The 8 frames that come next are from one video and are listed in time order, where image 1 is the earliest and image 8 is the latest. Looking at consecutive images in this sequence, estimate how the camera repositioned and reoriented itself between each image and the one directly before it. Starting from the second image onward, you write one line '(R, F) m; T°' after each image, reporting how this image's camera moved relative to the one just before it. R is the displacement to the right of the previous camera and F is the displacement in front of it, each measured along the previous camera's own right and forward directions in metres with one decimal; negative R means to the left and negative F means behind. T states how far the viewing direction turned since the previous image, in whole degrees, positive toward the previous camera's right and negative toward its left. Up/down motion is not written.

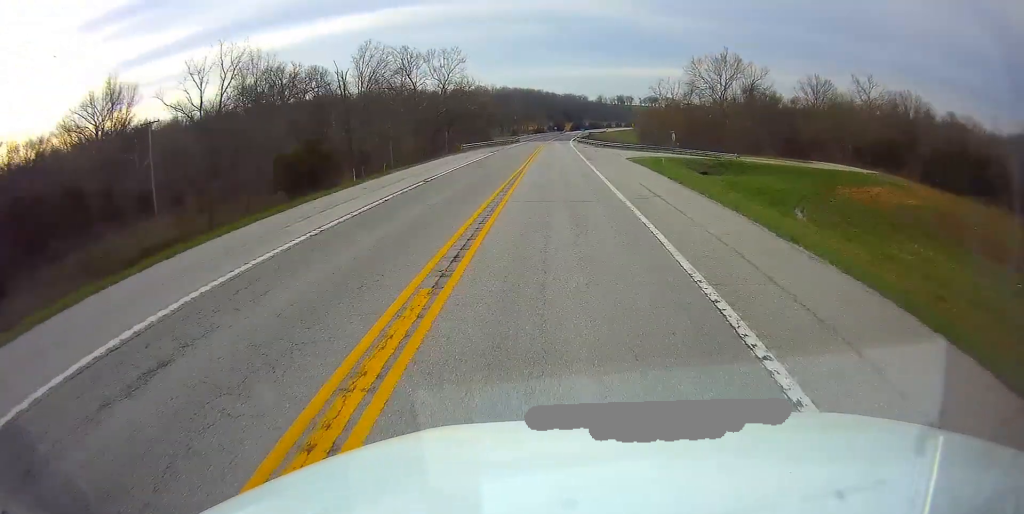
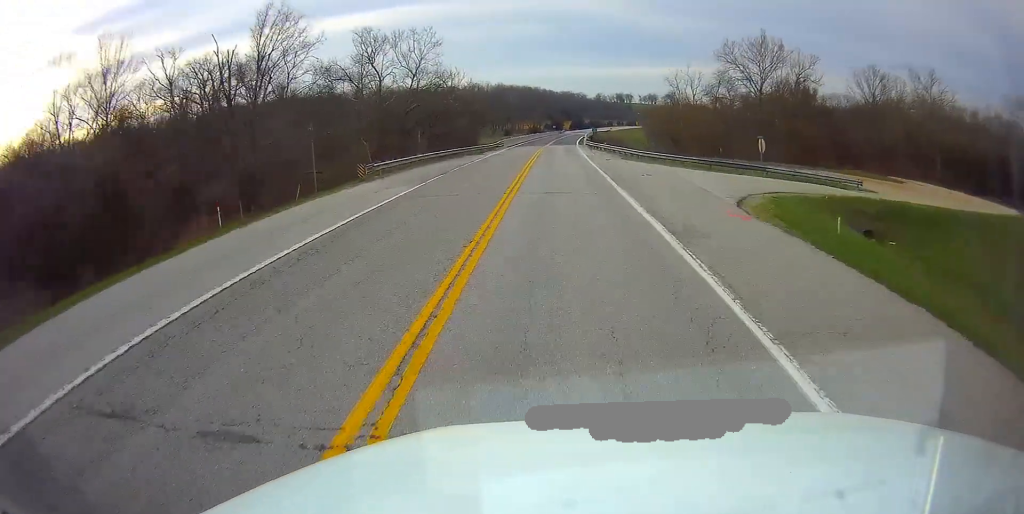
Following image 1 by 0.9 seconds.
(-0.5, +28.1) m; +1°
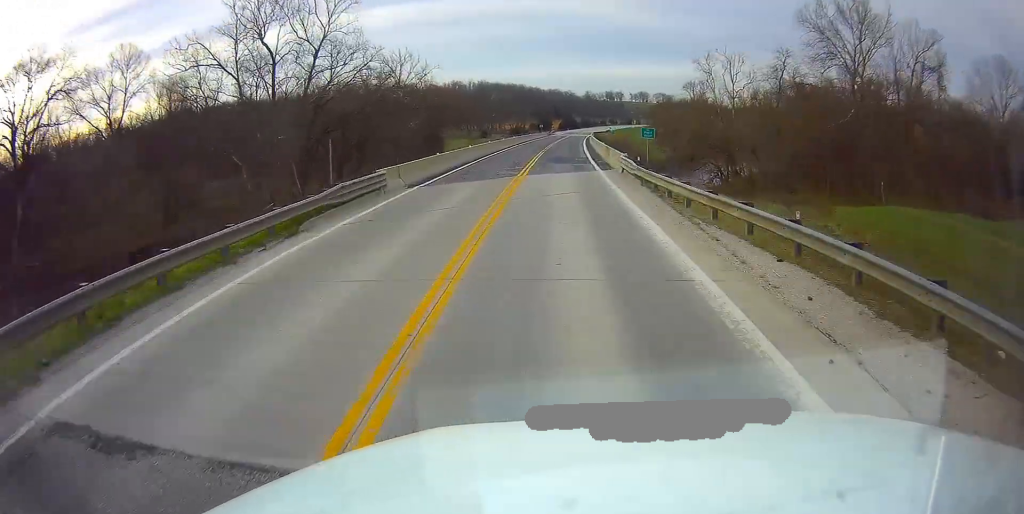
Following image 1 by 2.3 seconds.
(+1.3, +42.5) m; +2°
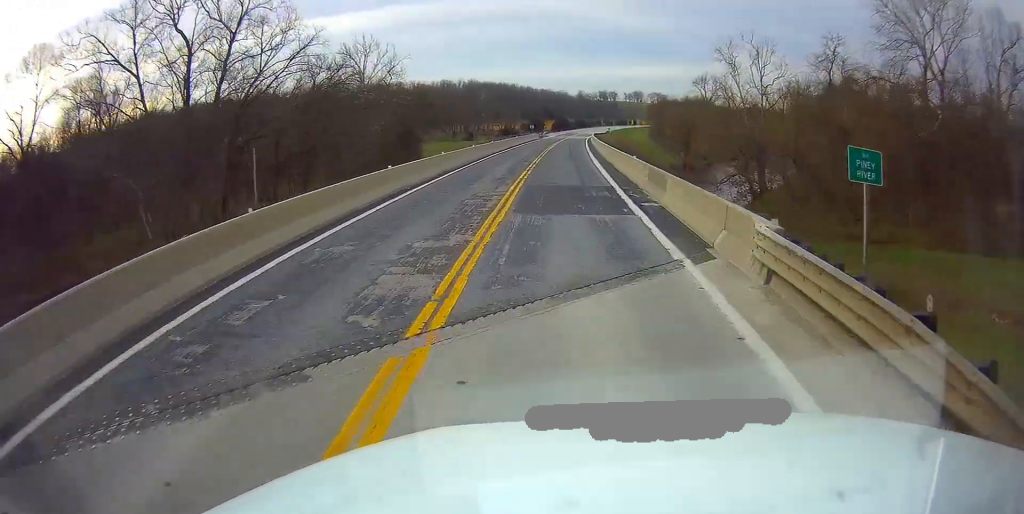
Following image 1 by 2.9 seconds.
(-0.4, +18.7) m; +1°
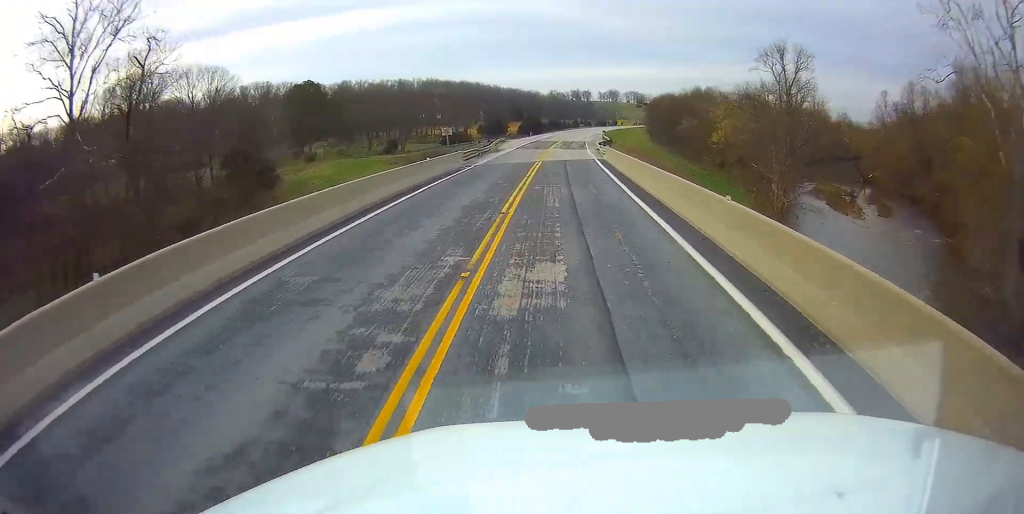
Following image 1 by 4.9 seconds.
(+2.8, +62.2) m; +4°
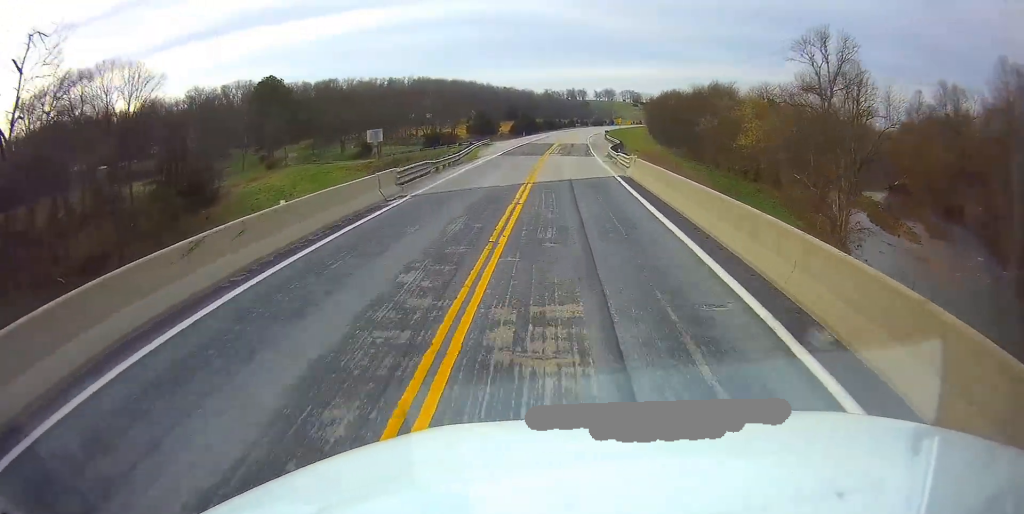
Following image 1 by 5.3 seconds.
(0.0, +14.6) m; 0°
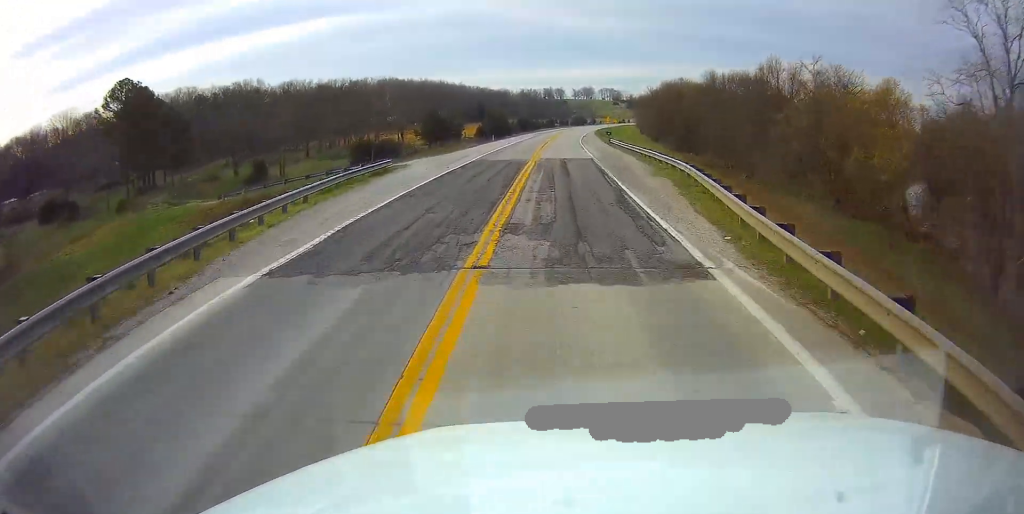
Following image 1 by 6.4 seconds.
(0.0, +34.3) m; 0°
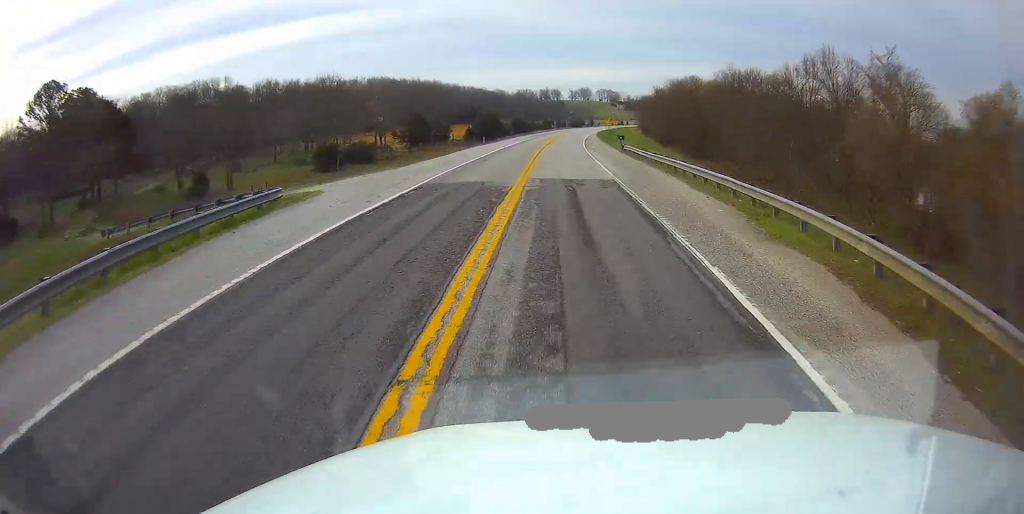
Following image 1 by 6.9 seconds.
(0.0, +13.5) m; 0°
